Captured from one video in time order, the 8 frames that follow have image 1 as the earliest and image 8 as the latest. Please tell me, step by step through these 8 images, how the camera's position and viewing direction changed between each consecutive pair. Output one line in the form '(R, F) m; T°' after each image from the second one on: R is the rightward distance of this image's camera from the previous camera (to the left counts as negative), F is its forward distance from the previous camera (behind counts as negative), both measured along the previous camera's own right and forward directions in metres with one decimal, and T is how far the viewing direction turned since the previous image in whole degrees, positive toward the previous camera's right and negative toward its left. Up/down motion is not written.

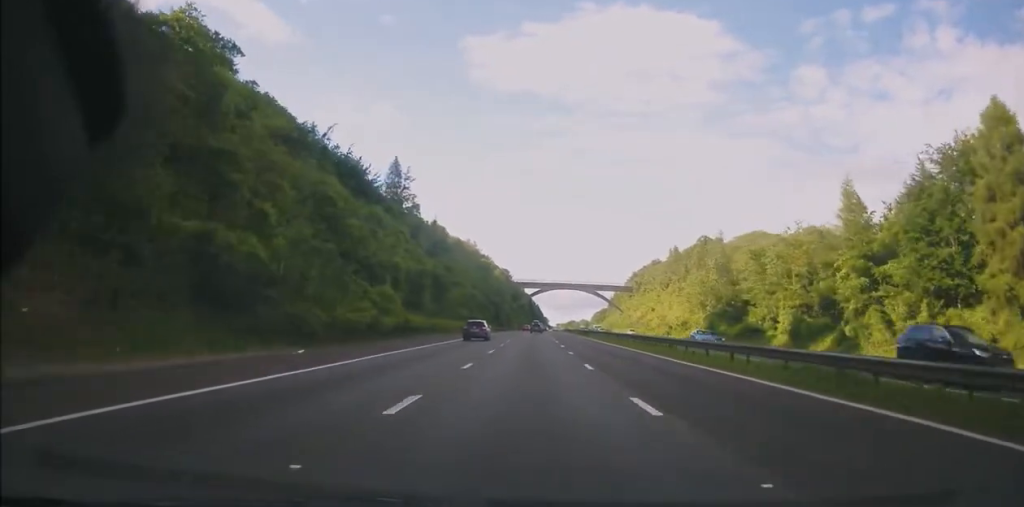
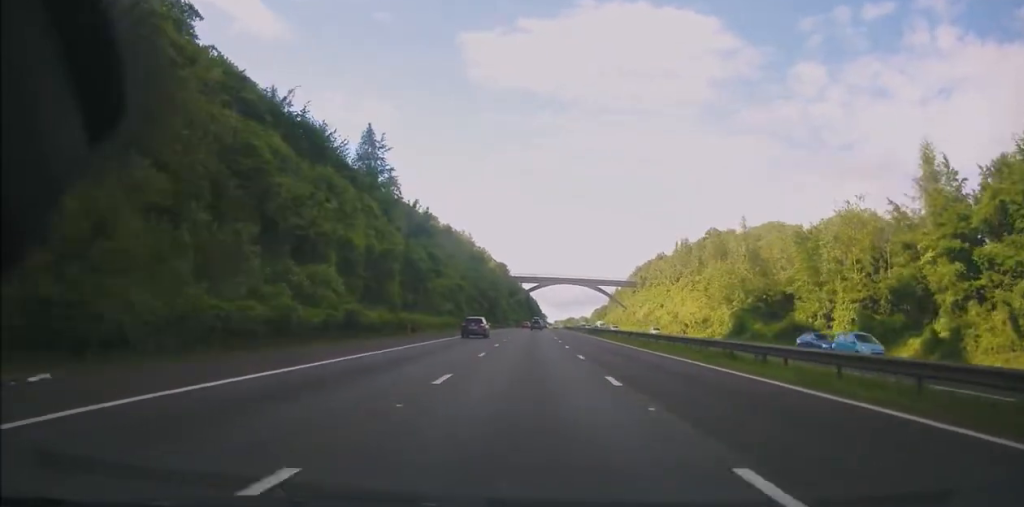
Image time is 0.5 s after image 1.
(0.0, +14.5) m; 0°
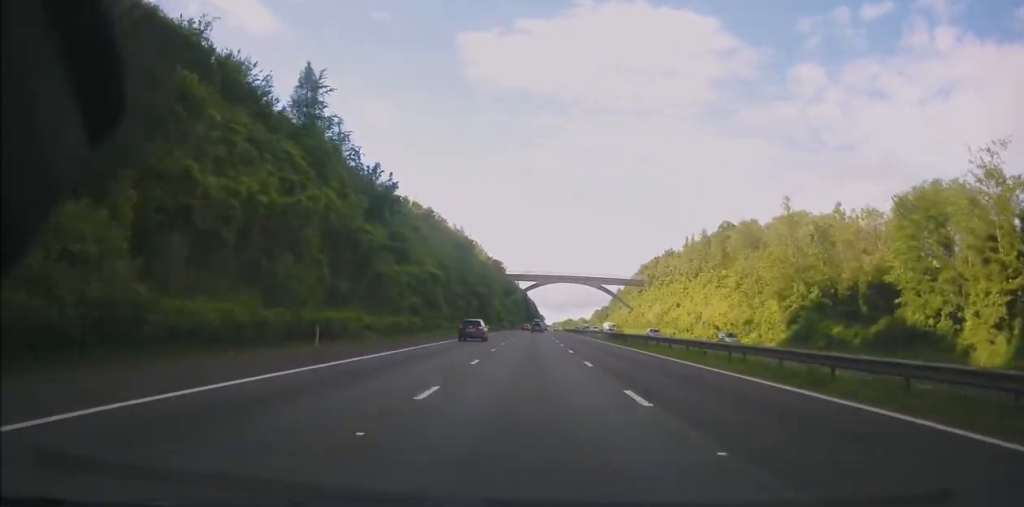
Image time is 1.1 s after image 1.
(0.0, +20.6) m; 0°
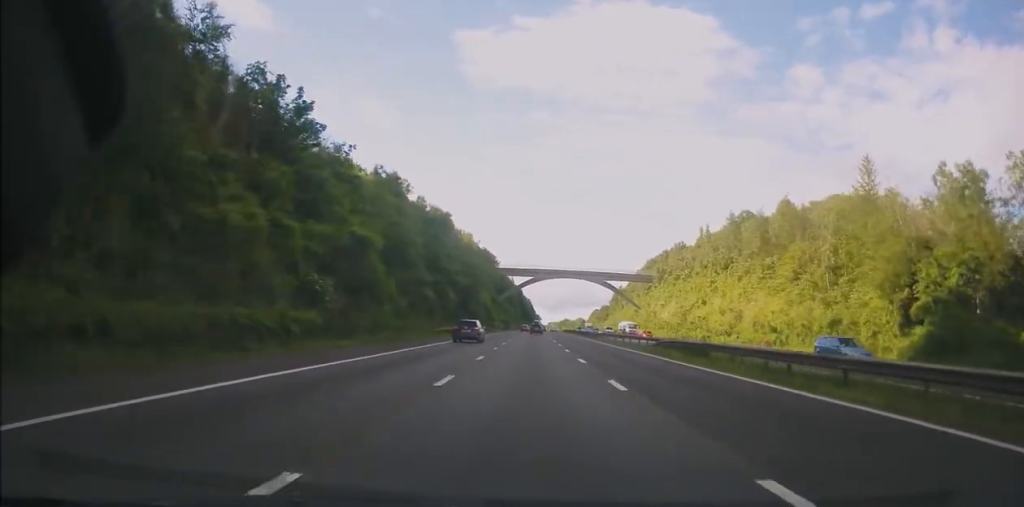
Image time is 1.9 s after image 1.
(0.0, +24.8) m; 0°
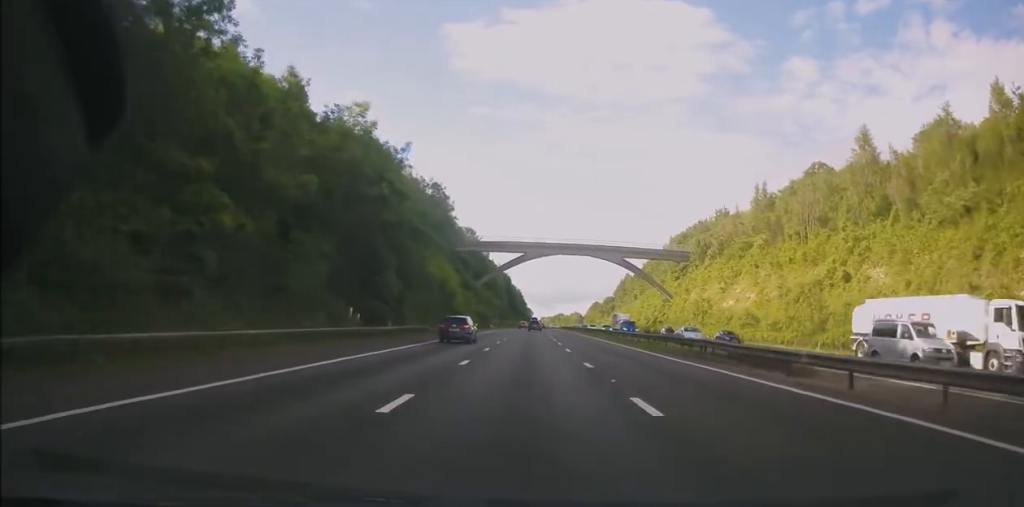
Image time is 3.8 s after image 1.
(+0.8, +58.6) m; +2°
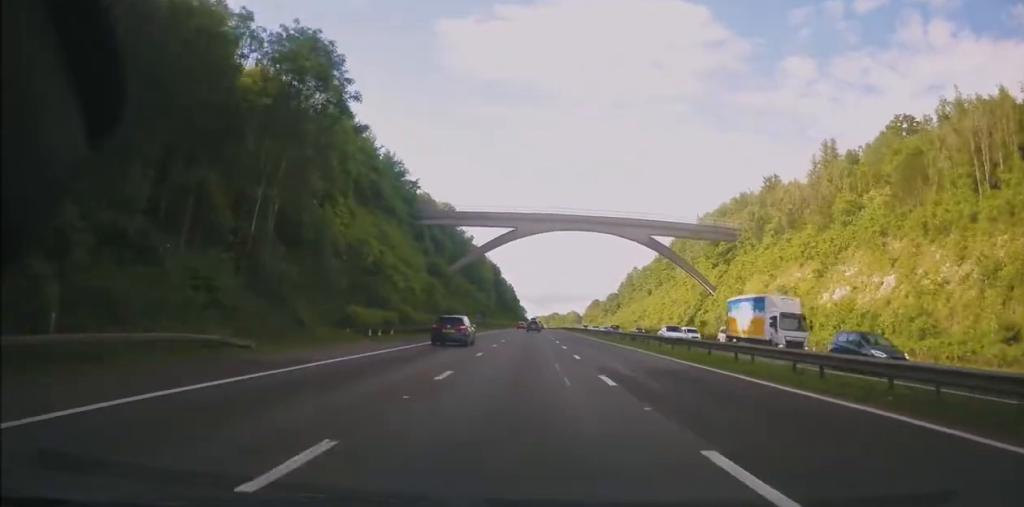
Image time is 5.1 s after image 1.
(+0.1, +39.7) m; 0°
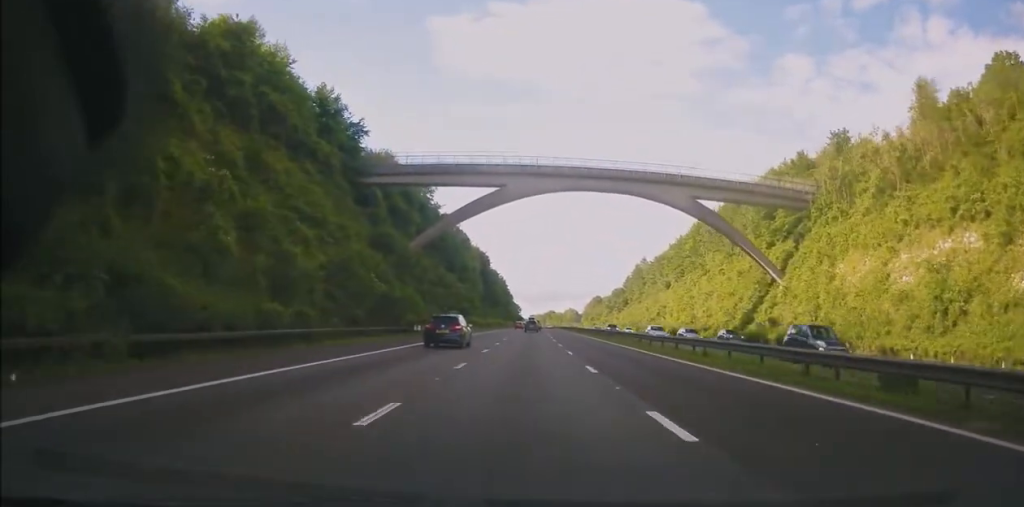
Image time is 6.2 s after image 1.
(+0.1, +32.3) m; 0°
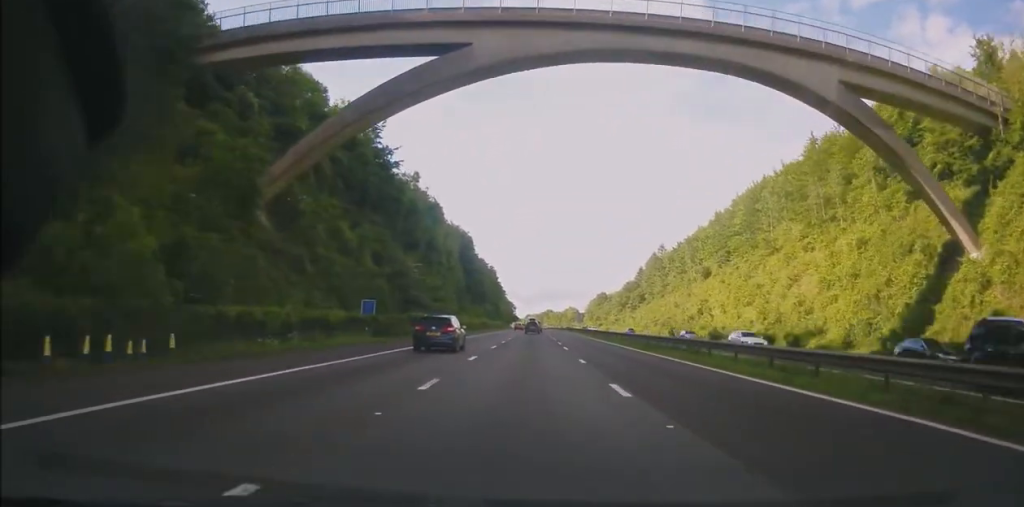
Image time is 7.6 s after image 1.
(+0.2, +41.0) m; +1°
